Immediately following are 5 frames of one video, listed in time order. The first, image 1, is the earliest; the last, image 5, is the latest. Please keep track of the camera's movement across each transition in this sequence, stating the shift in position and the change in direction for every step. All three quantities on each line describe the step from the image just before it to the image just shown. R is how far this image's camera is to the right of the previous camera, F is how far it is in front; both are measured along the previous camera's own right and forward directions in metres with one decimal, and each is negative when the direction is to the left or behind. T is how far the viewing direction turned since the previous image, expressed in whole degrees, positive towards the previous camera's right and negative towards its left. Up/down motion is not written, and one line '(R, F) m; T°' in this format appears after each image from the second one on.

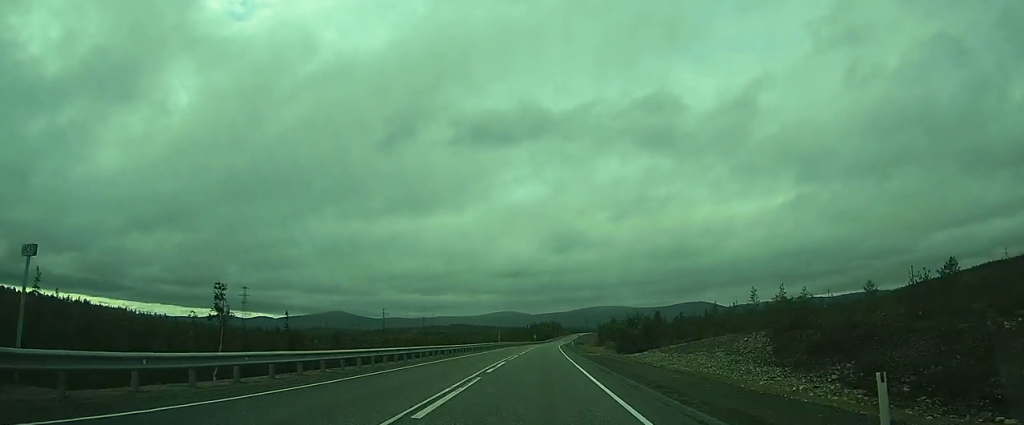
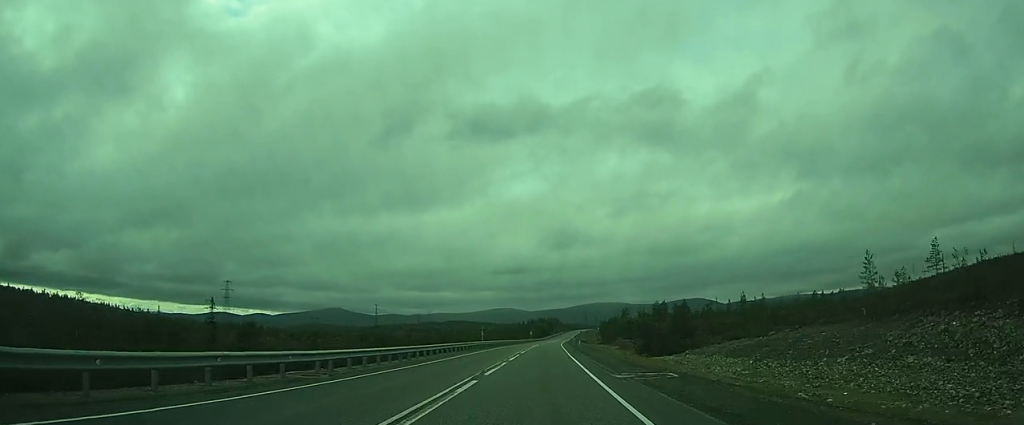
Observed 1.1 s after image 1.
(+0.1, +26.9) m; 0°
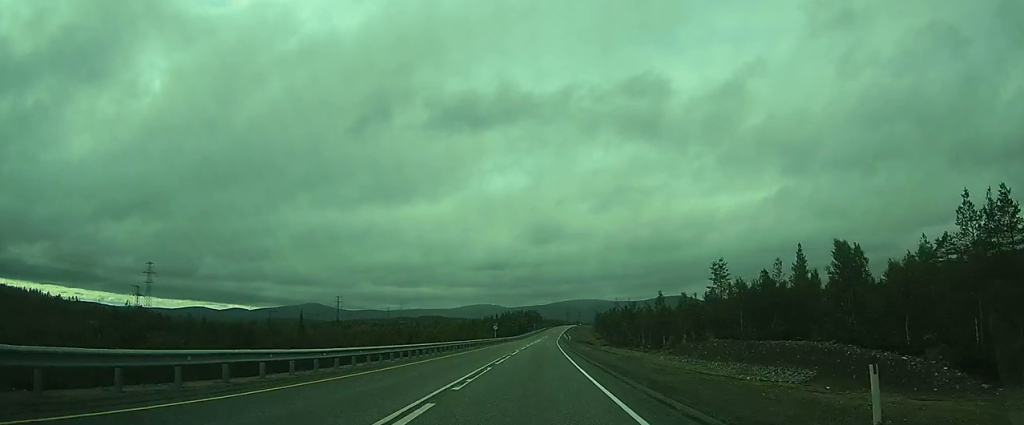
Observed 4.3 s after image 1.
(+0.9, +81.7) m; +2°
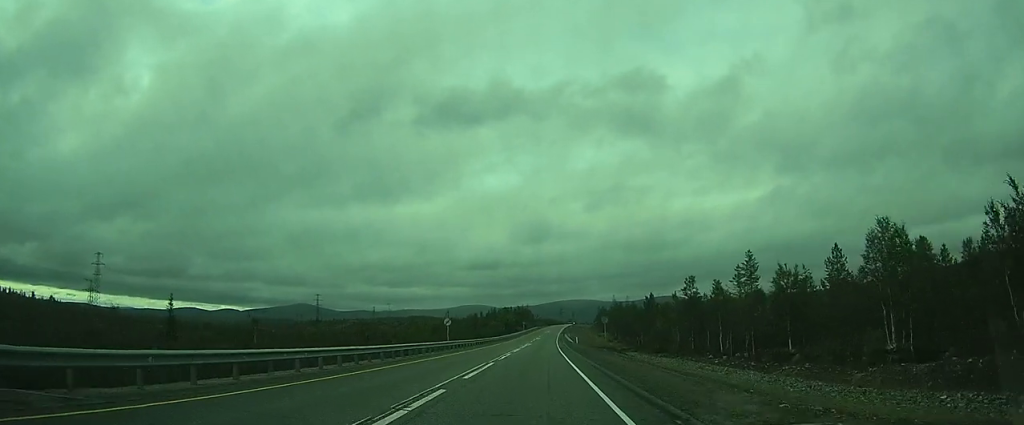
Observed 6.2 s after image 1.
(+0.8, +47.3) m; +2°
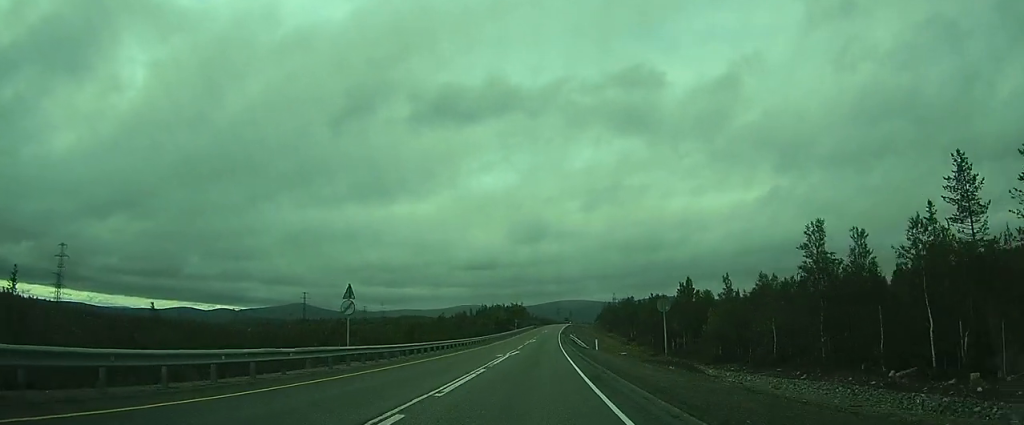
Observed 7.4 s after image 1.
(+0.1, +30.3) m; 0°
